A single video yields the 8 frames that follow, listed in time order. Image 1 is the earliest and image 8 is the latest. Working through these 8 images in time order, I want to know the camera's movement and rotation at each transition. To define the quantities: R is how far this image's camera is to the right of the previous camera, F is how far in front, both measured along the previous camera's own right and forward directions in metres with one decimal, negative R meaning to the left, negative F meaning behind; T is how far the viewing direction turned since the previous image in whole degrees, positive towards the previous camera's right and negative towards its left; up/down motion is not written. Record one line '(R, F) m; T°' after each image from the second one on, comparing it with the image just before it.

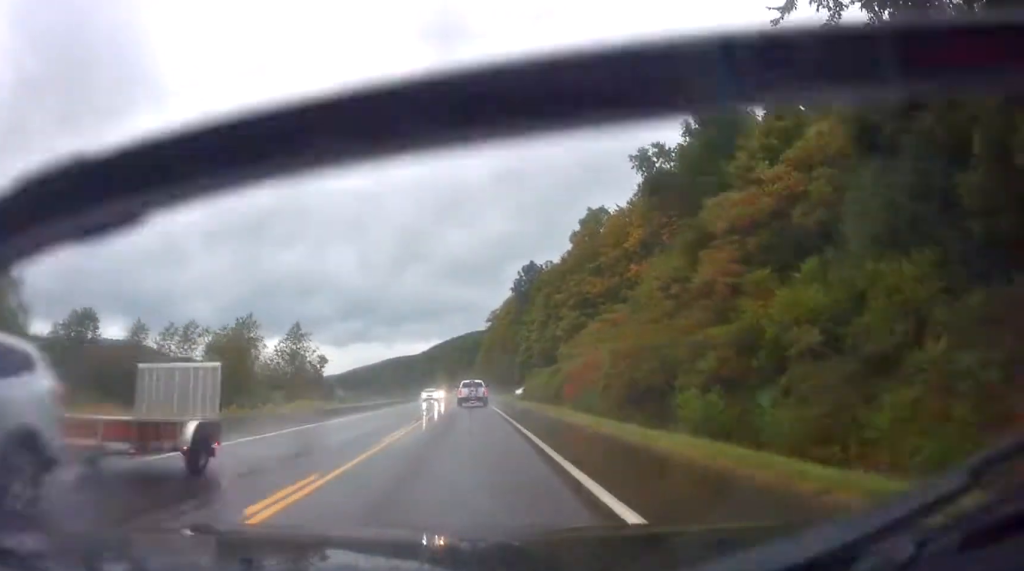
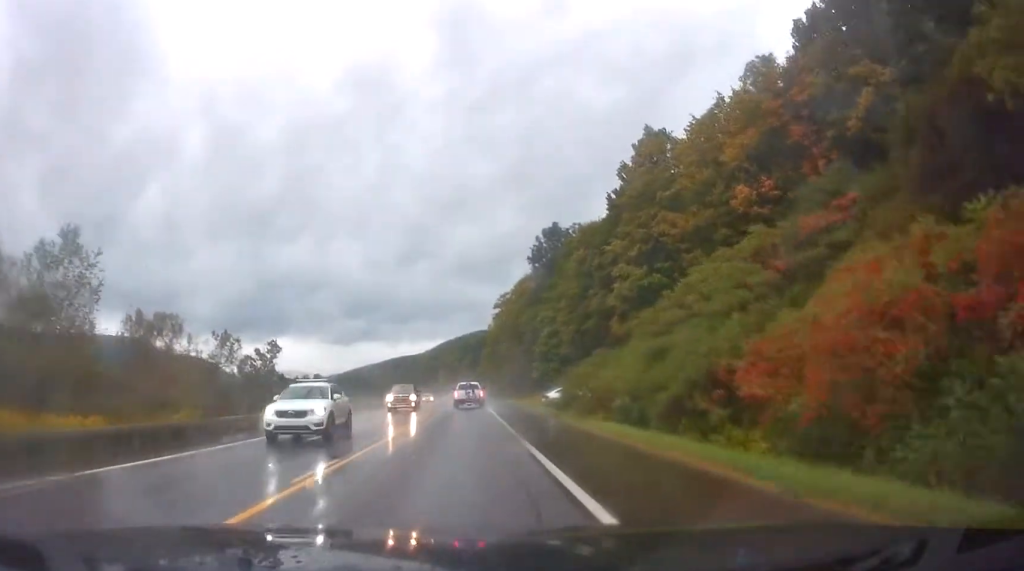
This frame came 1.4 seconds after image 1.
(-0.4, +33.0) m; -1°
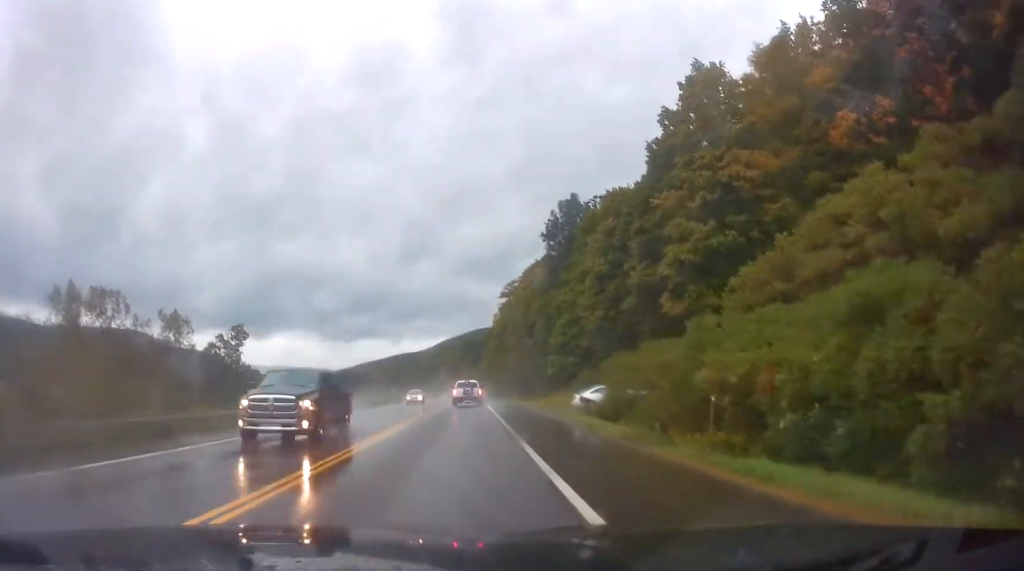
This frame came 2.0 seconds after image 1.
(-0.1, +15.1) m; 0°
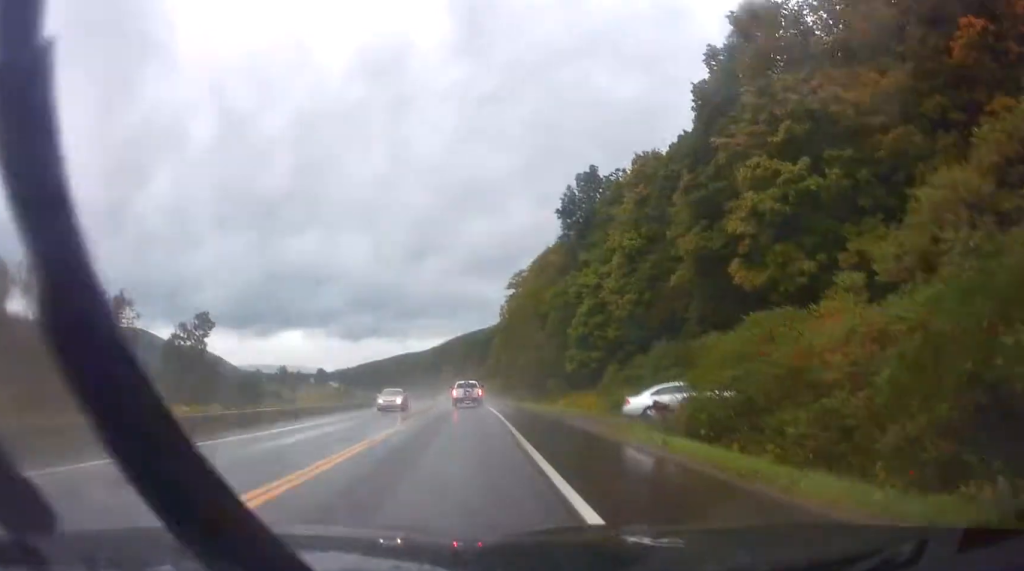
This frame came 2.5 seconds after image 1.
(0.0, +11.9) m; 0°
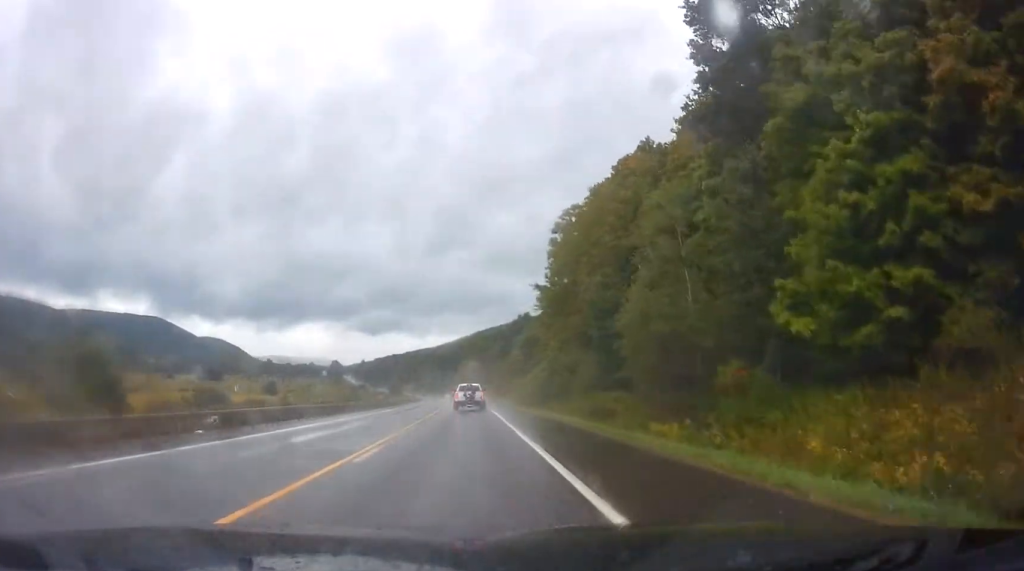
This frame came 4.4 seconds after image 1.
(+1.0, +45.7) m; +1°
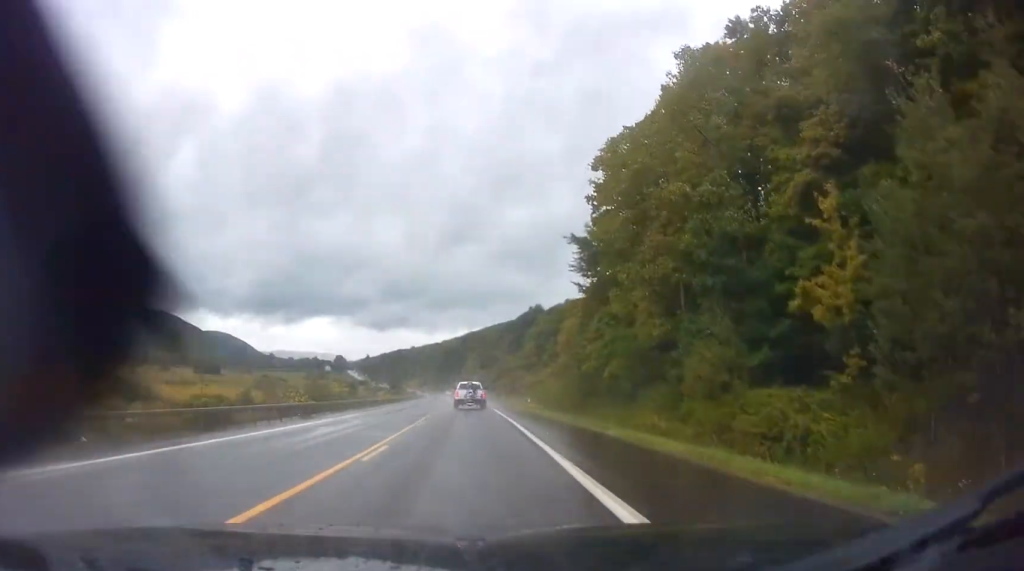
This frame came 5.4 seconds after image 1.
(-0.7, +24.7) m; -2°
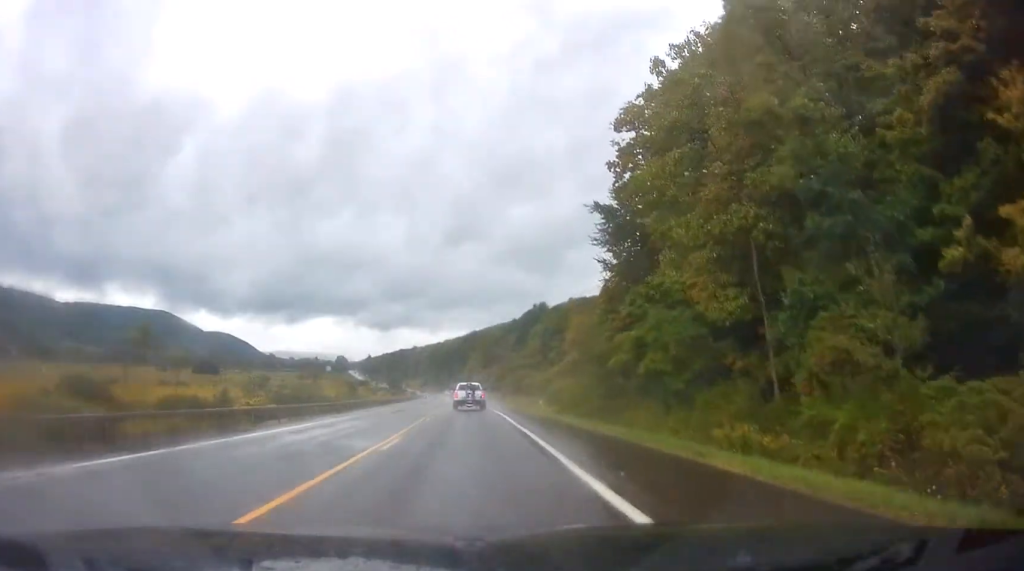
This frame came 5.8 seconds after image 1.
(0.0, +10.0) m; 0°
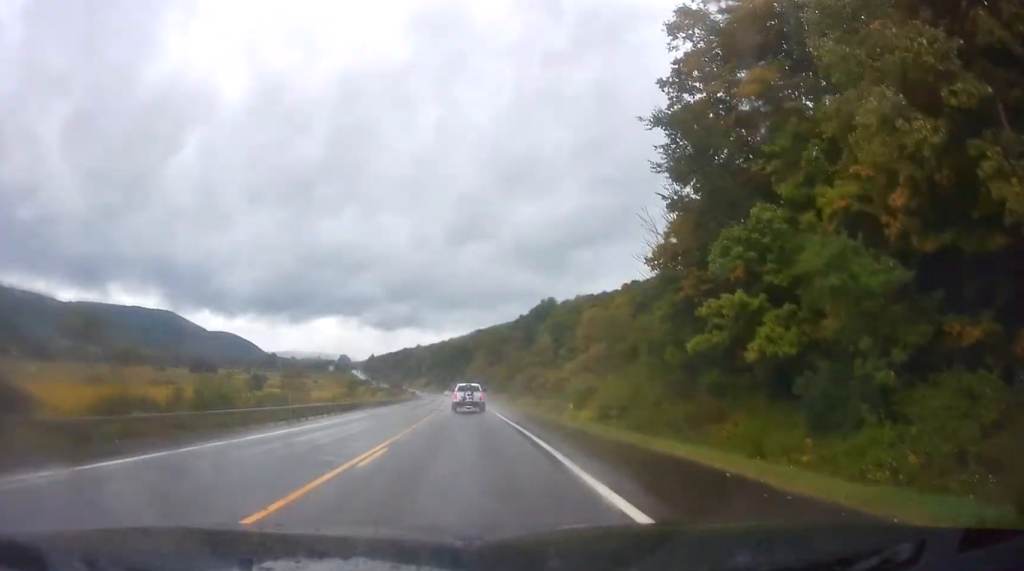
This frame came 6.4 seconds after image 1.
(0.0, +15.7) m; 0°
